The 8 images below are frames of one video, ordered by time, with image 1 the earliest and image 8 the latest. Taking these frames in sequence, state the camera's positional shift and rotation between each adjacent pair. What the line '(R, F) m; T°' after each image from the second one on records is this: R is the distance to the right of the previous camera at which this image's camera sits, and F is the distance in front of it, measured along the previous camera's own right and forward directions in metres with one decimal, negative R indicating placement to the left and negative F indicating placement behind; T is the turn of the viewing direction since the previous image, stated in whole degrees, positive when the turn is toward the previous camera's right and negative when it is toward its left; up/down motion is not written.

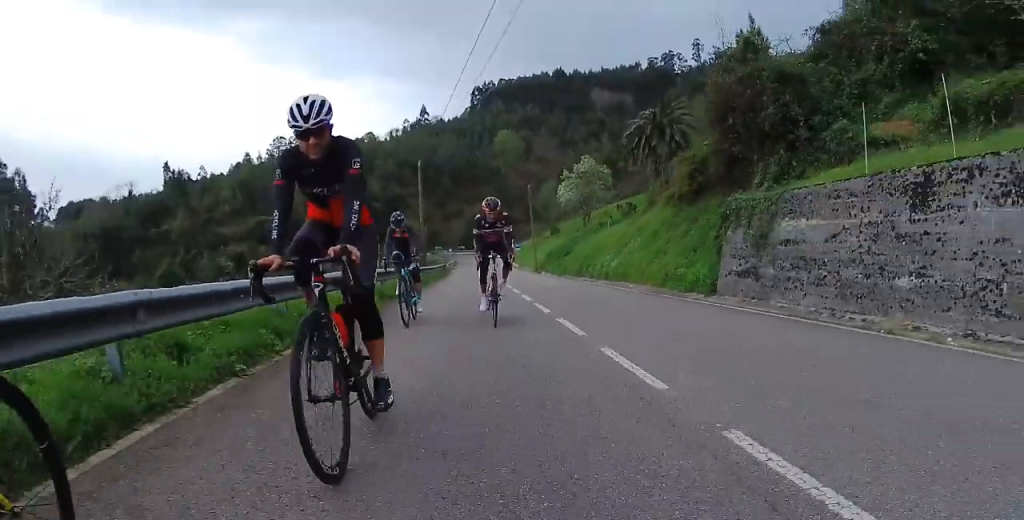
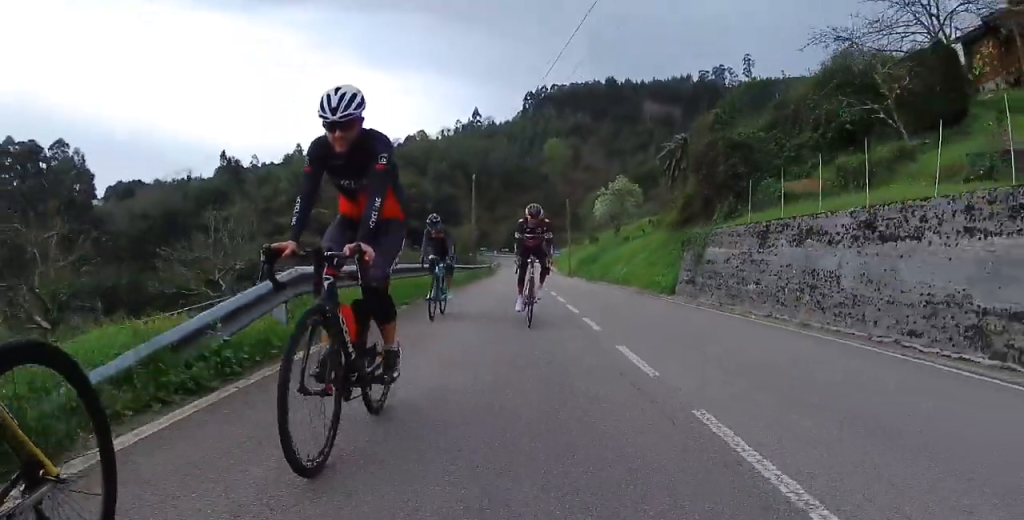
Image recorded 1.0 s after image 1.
(+0.1, +6.9) m; +1°
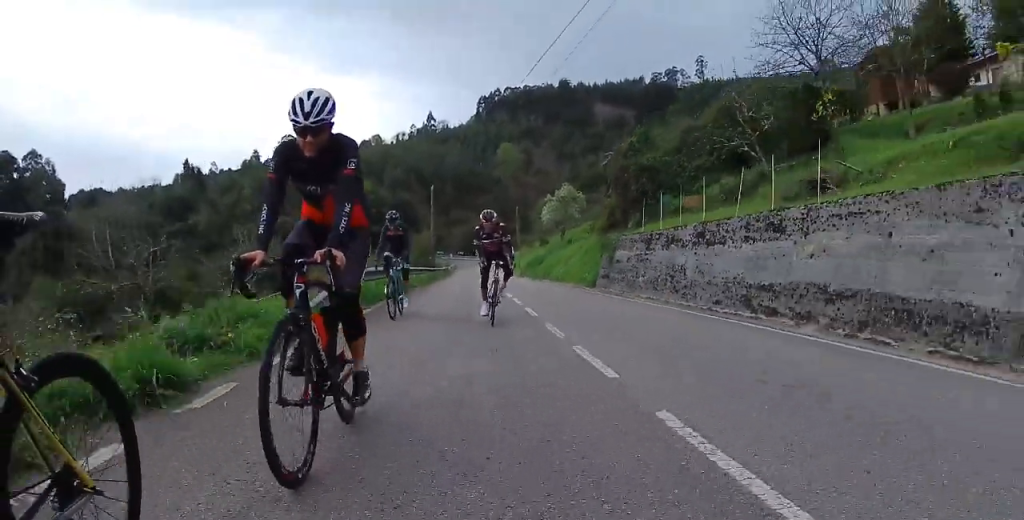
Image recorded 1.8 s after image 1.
(0.0, +5.4) m; +1°
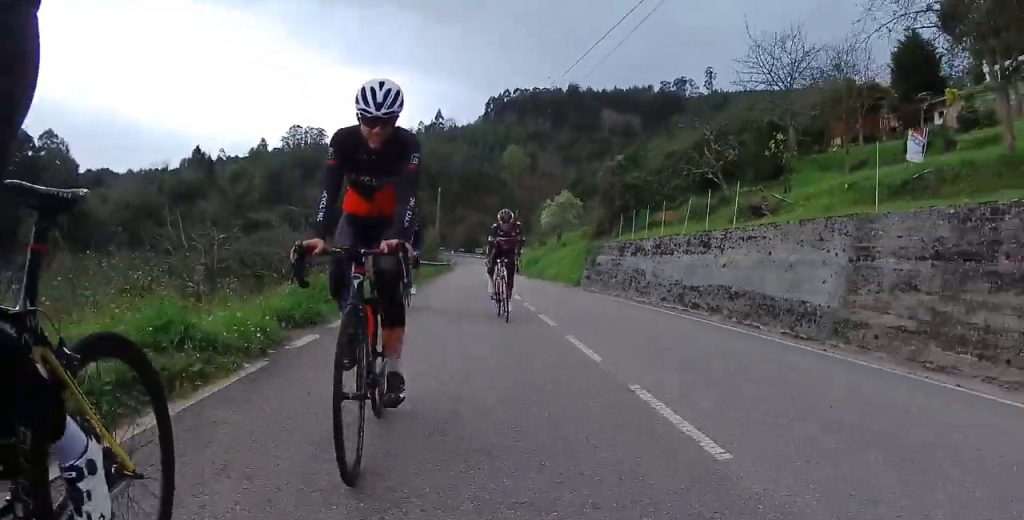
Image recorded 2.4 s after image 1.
(0.0, +3.7) m; +3°
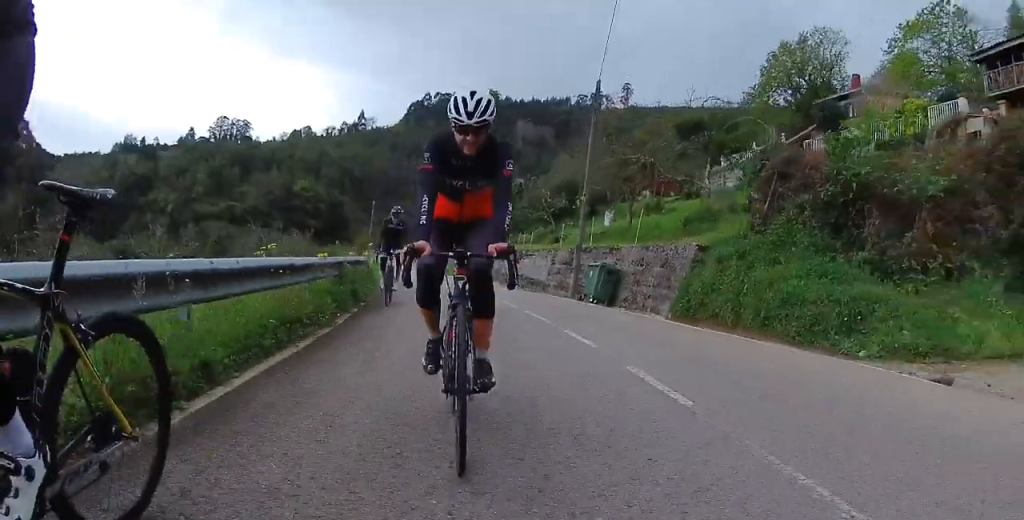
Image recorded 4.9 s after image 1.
(+2.6, +16.8) m; +15°
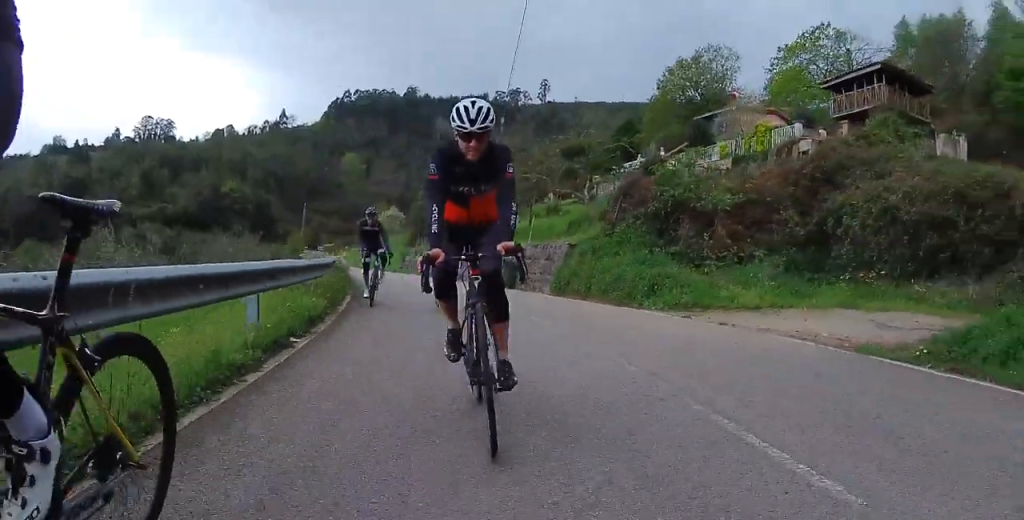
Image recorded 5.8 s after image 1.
(0.0, +6.2) m; +1°
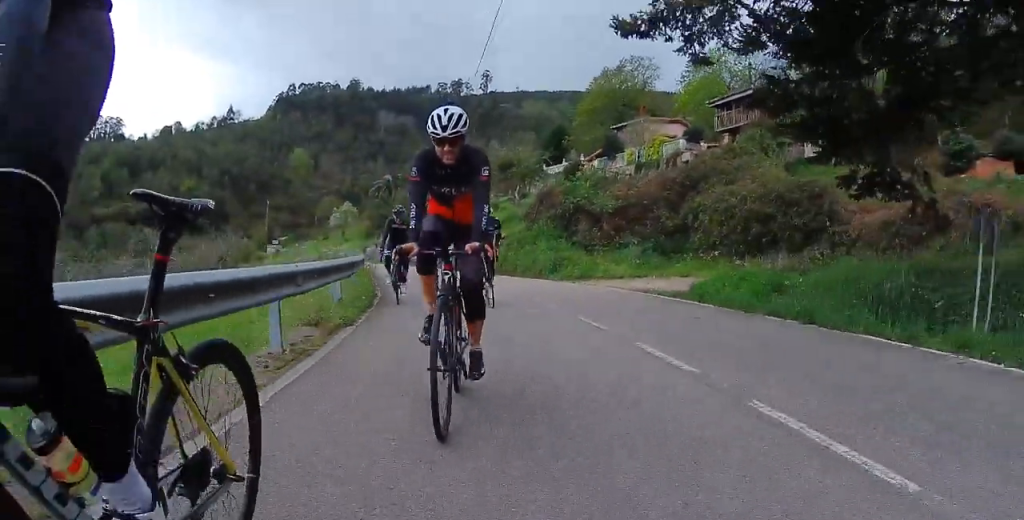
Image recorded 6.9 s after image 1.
(+0.2, +7.6) m; +6°
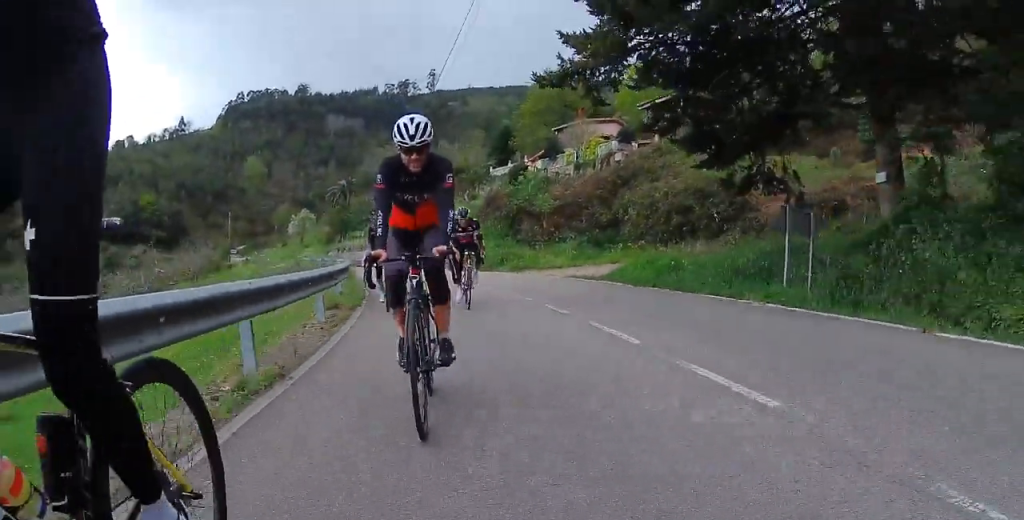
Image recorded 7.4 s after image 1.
(+0.1, +3.6) m; +4°
